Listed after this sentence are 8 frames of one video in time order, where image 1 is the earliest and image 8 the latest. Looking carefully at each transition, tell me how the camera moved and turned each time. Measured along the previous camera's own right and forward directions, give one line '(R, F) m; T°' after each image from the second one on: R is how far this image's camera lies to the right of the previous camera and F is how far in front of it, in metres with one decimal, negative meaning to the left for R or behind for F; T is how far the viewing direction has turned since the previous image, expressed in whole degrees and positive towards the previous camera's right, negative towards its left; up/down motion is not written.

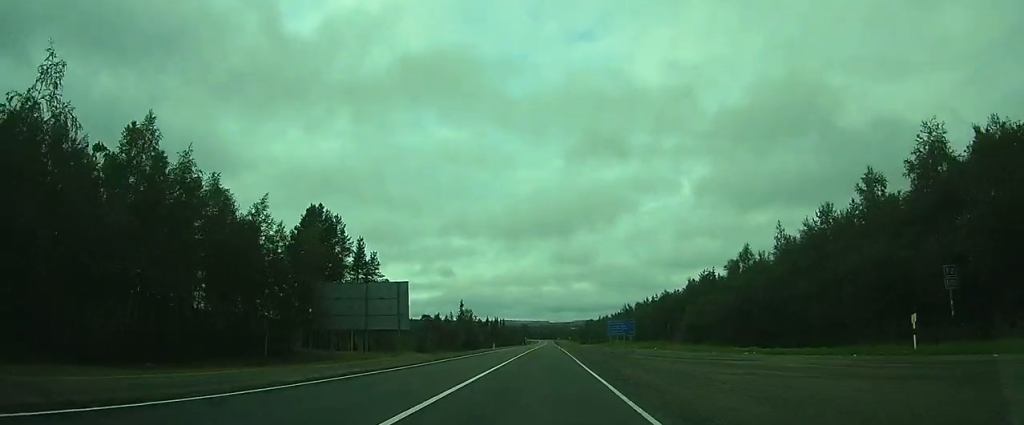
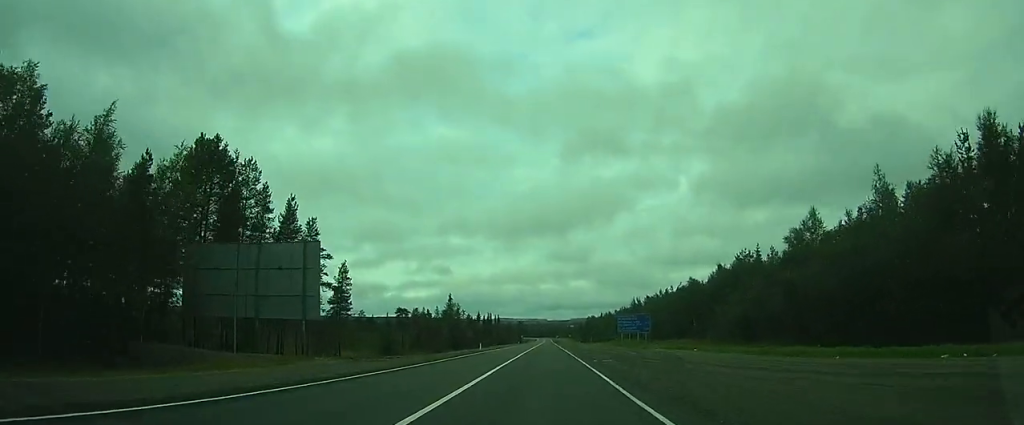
(0.0, +16.2) m; 0°
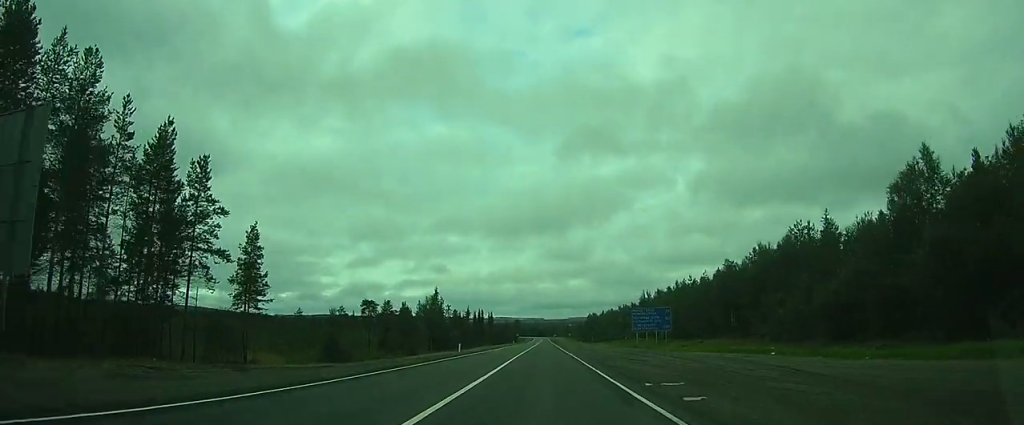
(0.0, +15.4) m; 0°
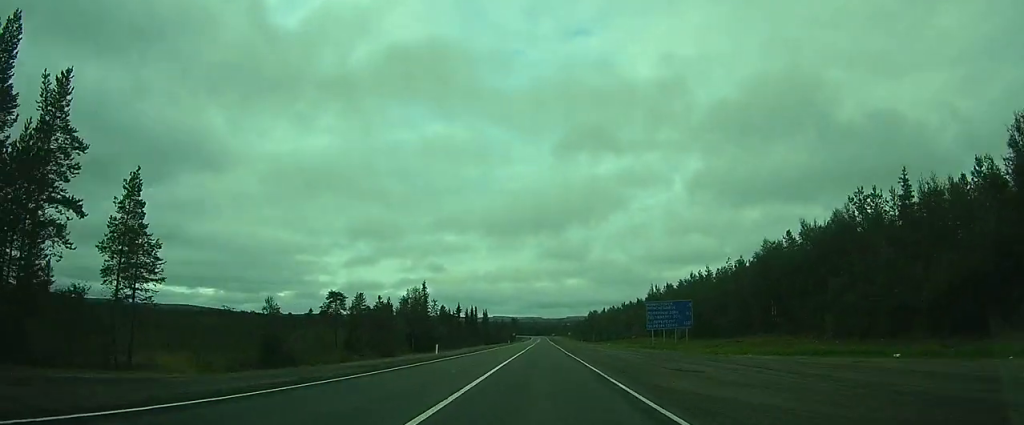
(0.0, +11.0) m; 0°
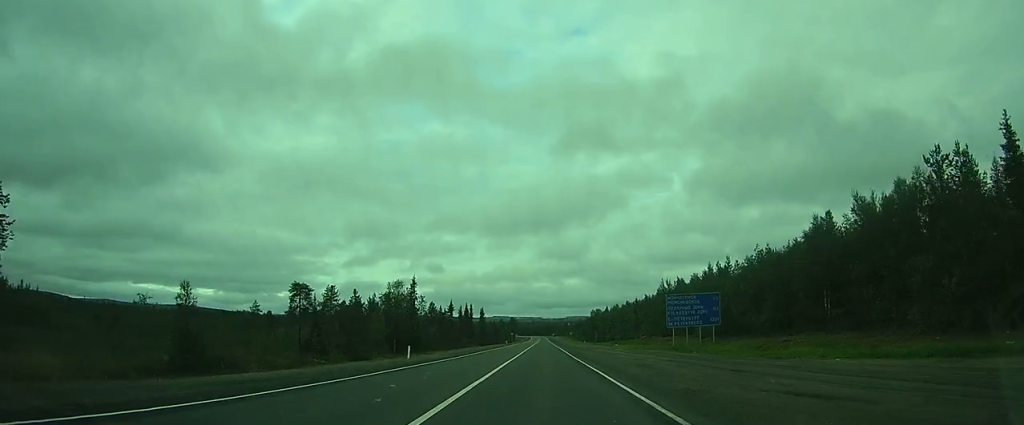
(0.0, +9.3) m; 0°
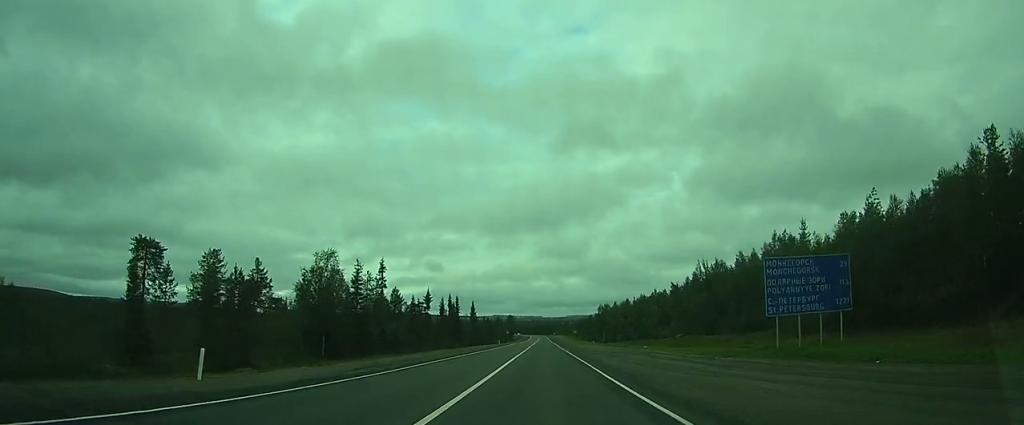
(-0.2, +22.6) m; 0°
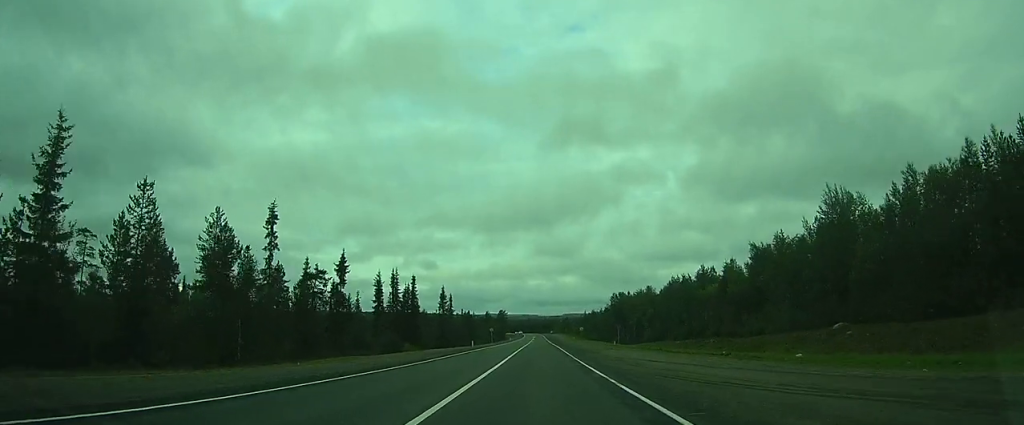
(0.0, +37.4) m; 0°
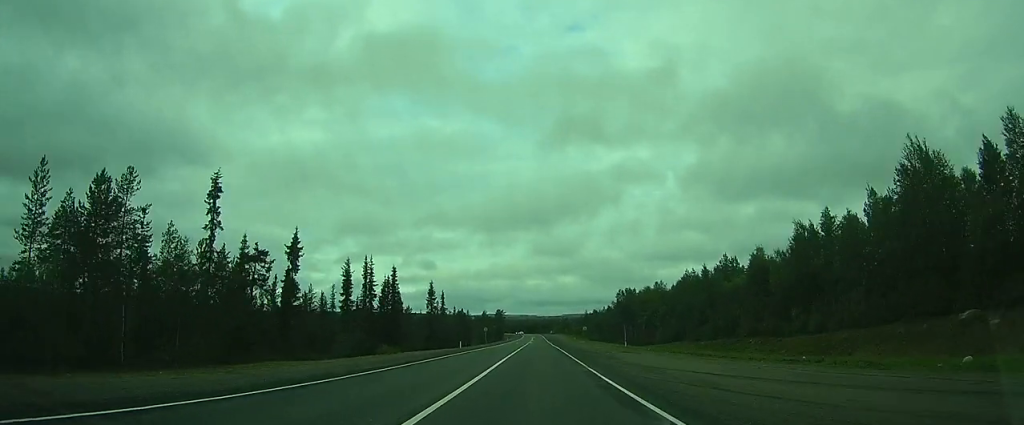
(0.0, +10.7) m; -1°
